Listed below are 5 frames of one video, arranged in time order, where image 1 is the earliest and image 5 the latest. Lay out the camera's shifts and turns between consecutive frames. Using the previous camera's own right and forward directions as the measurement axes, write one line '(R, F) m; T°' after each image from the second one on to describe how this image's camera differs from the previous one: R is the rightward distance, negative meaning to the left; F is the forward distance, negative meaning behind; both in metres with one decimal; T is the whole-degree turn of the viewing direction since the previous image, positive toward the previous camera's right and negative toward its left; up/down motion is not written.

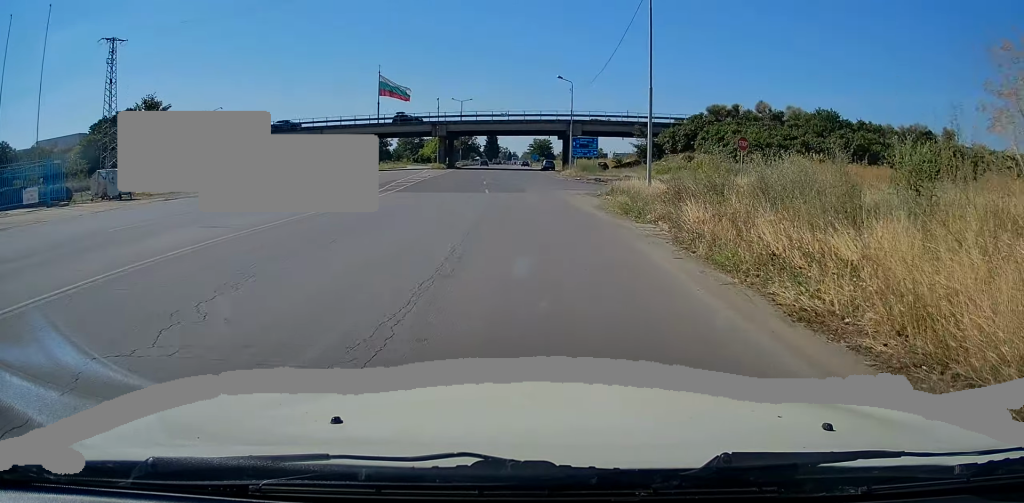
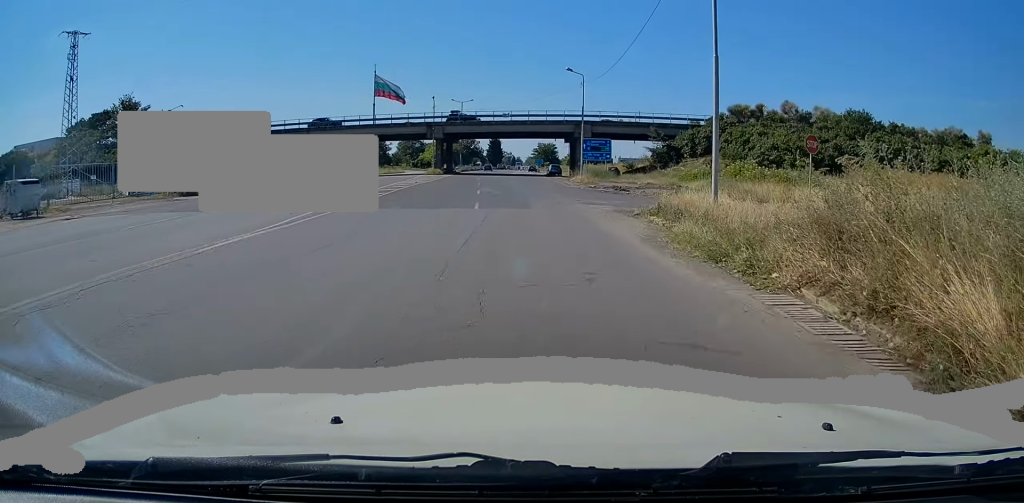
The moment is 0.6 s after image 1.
(-0.2, +7.4) m; -1°
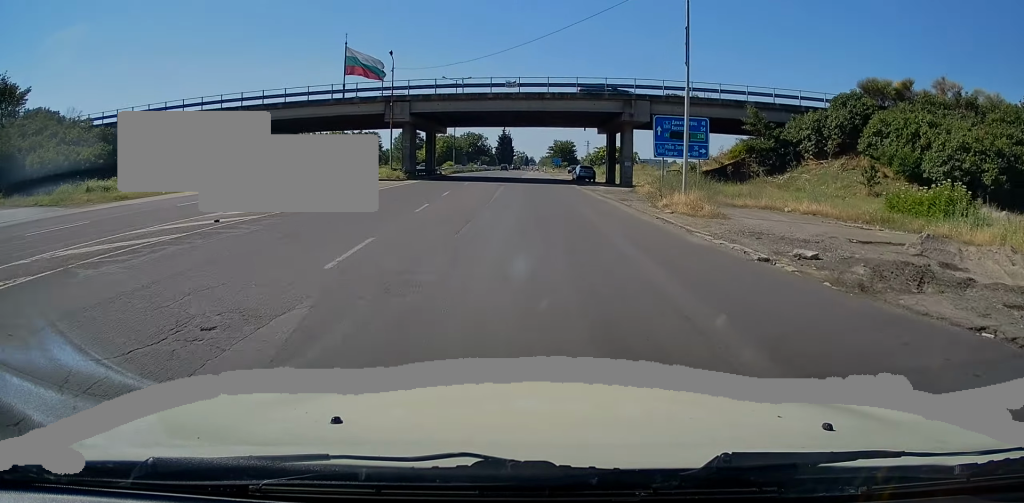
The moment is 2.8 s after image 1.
(-0.3, +29.1) m; -1°
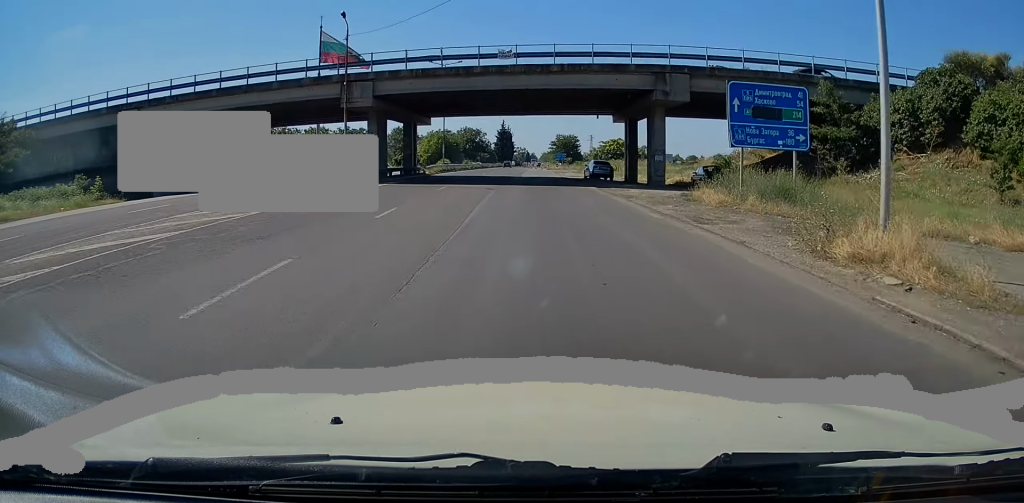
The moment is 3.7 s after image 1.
(-0.1, +11.5) m; 0°
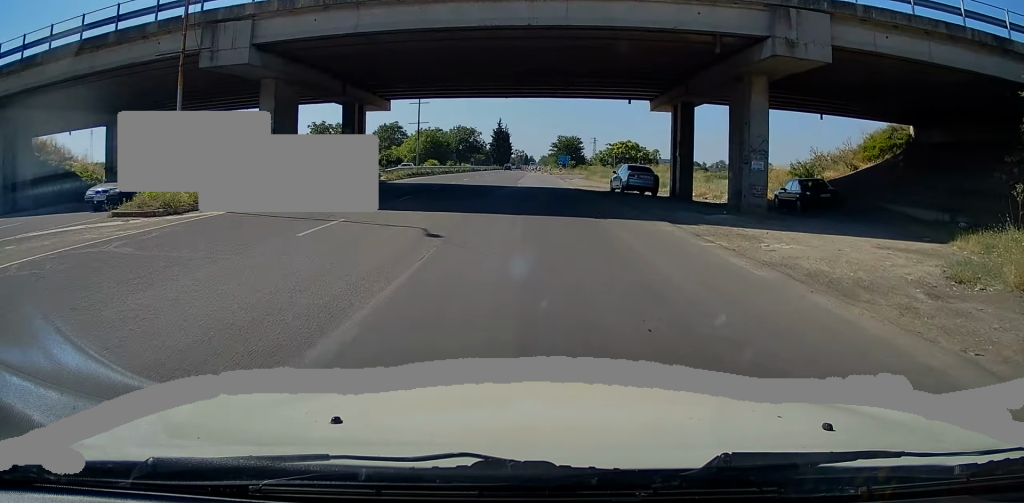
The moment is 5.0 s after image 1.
(+0.1, +16.8) m; 0°
